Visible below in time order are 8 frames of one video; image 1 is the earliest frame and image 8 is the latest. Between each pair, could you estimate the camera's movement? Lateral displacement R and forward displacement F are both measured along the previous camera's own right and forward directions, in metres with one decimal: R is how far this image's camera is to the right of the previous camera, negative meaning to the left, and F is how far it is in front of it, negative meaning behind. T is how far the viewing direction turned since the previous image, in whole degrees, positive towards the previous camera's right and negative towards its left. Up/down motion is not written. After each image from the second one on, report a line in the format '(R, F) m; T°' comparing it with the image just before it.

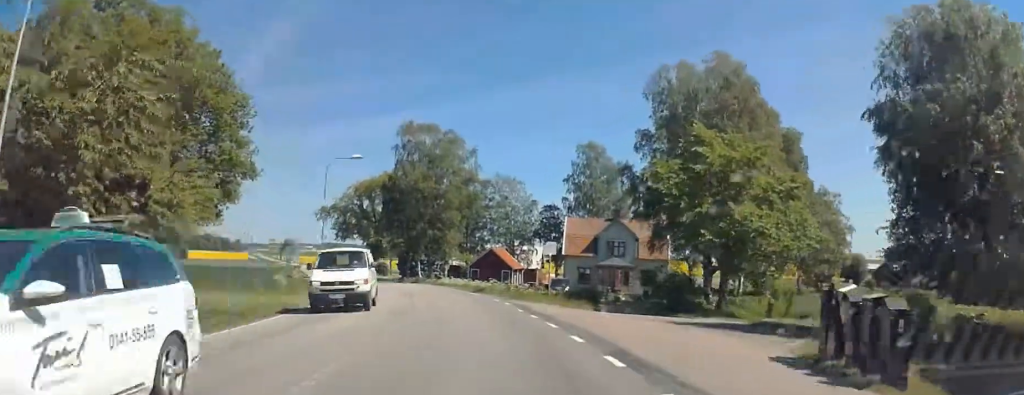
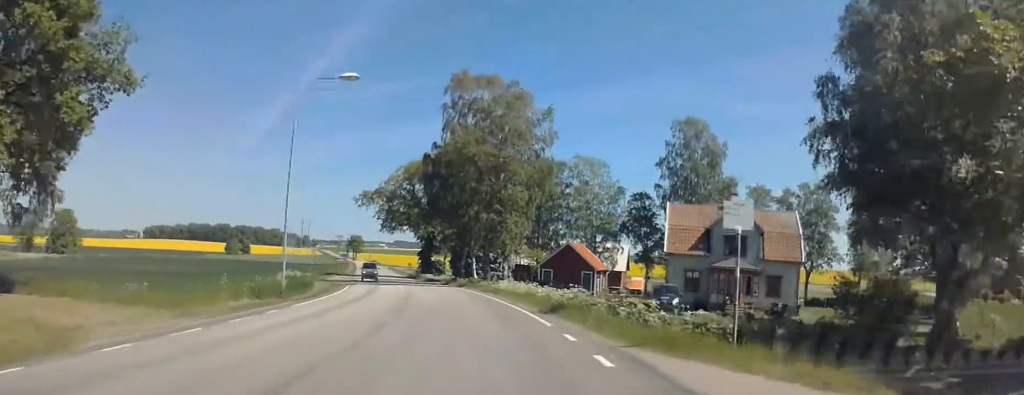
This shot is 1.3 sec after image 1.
(-0.3, +17.7) m; -7°
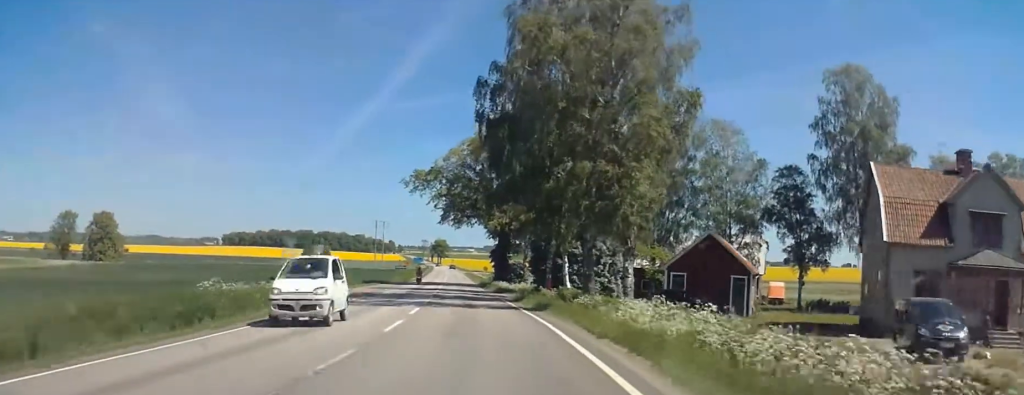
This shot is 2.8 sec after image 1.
(-3.3, +21.6) m; -11°
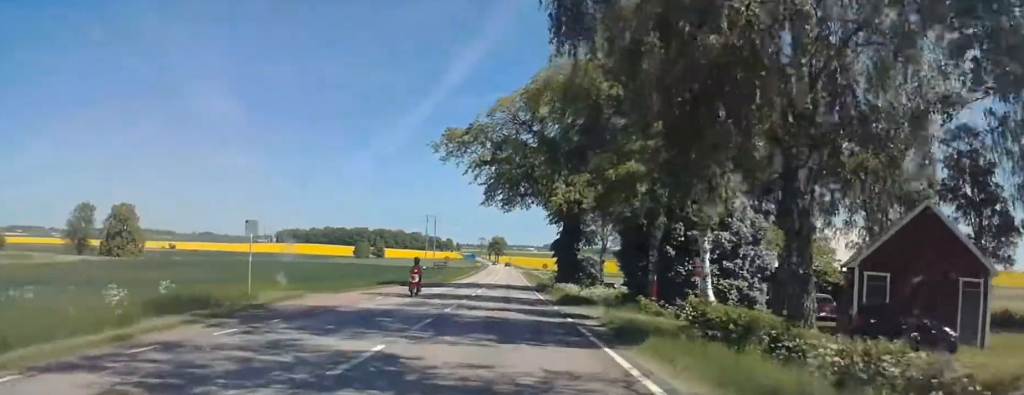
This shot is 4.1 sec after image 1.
(+0.7, +18.2) m; +2°
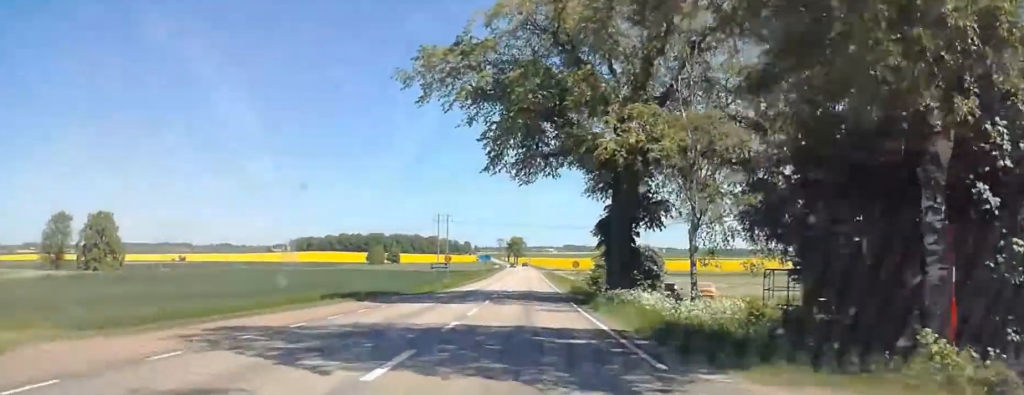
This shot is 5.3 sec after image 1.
(-0.2, +17.9) m; -1°
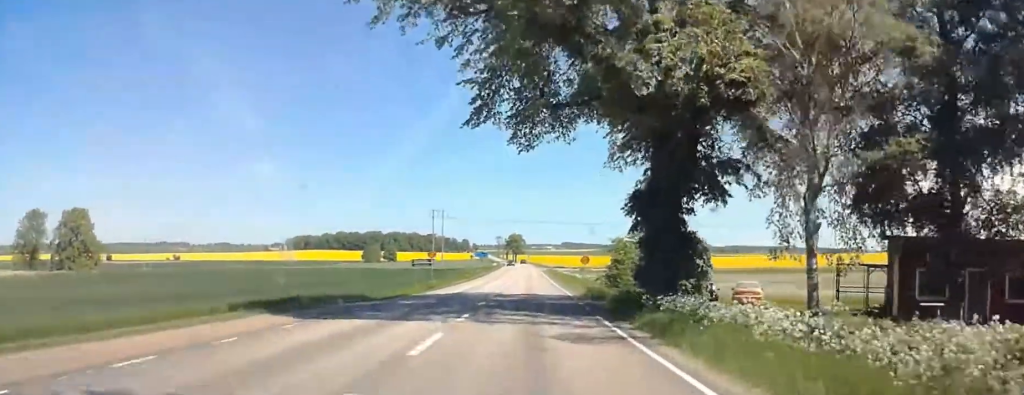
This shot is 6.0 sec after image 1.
(0.0, +9.8) m; 0°
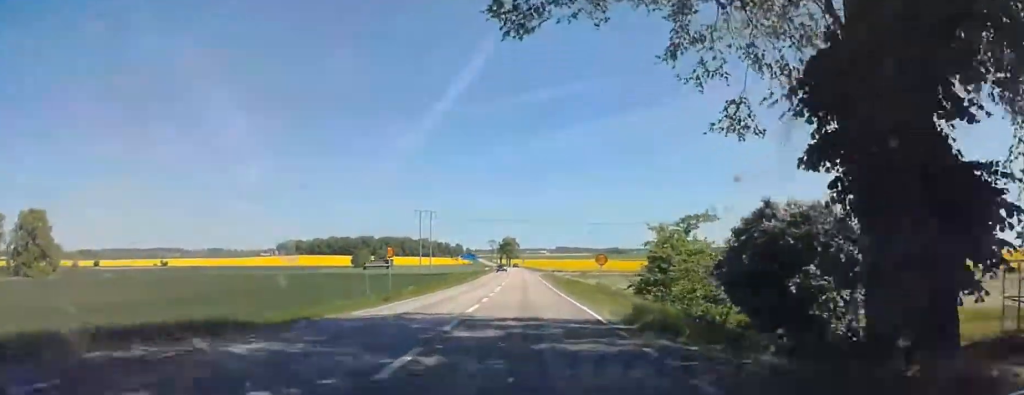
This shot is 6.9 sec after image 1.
(0.0, +13.8) m; 0°
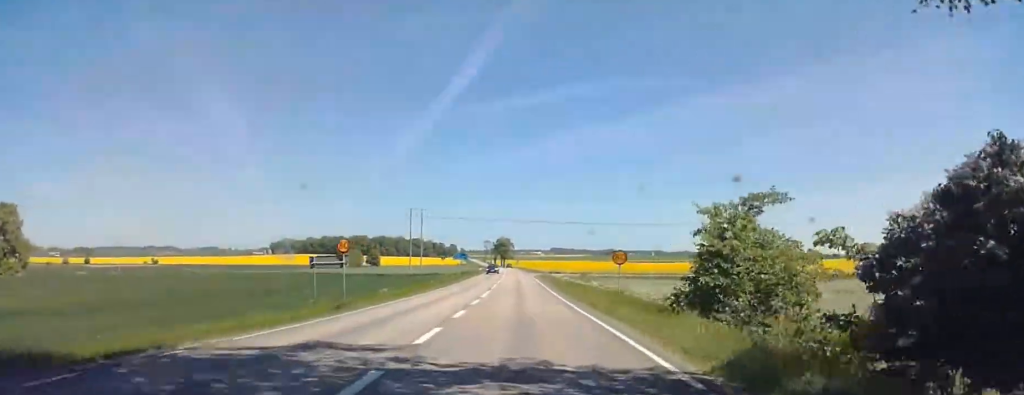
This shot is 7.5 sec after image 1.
(0.0, +8.4) m; 0°
